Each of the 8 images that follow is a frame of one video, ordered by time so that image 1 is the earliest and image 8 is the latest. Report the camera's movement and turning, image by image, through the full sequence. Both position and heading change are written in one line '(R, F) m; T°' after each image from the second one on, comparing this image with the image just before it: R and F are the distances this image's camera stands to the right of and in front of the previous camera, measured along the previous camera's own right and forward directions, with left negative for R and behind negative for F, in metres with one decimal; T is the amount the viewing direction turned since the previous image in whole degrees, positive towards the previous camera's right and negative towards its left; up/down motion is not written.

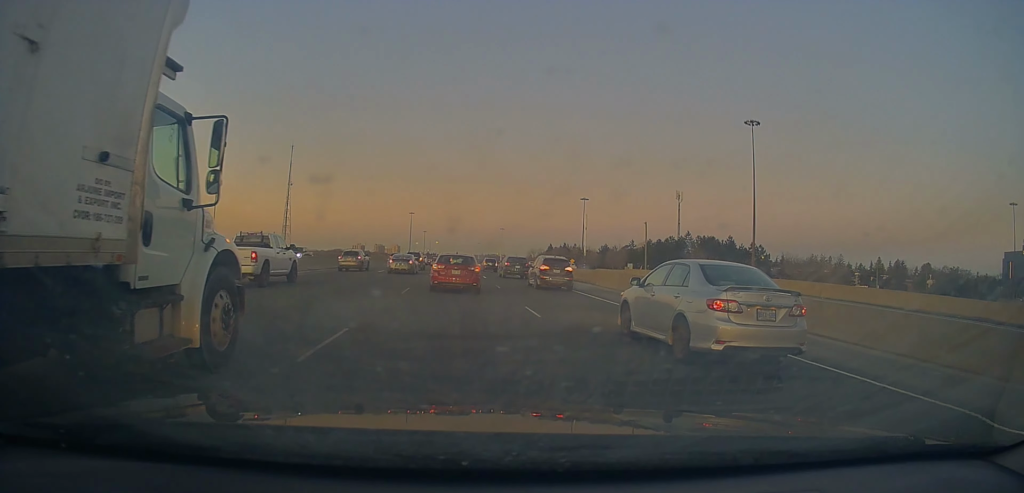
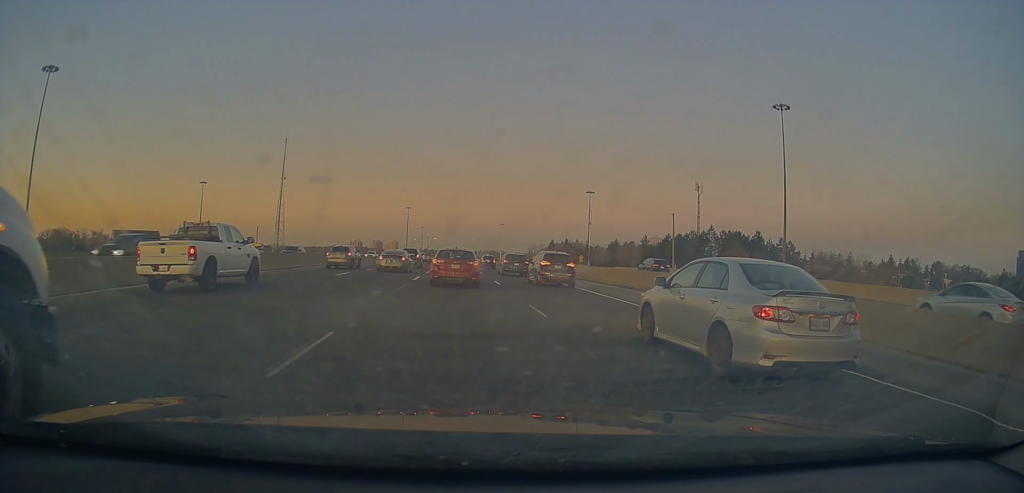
(-0.4, +12.7) m; -1°
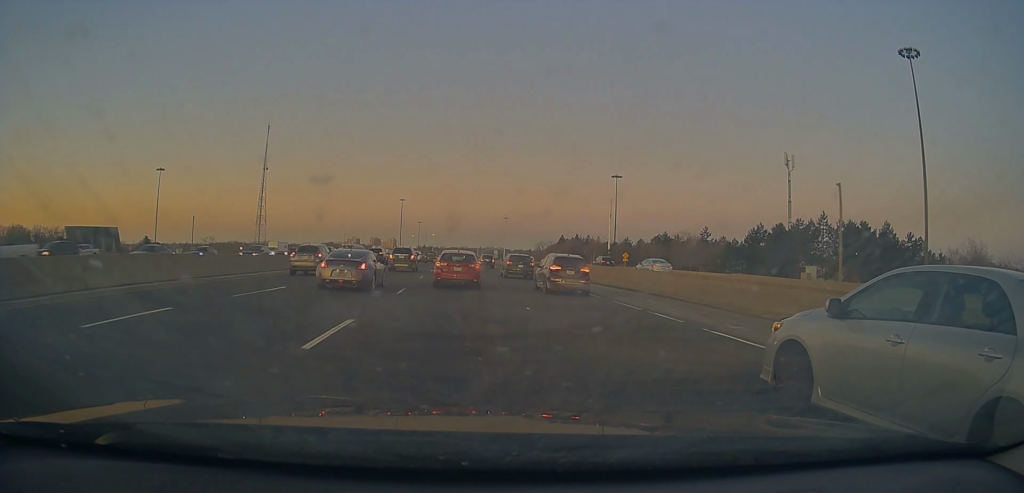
(-0.3, +38.9) m; 0°
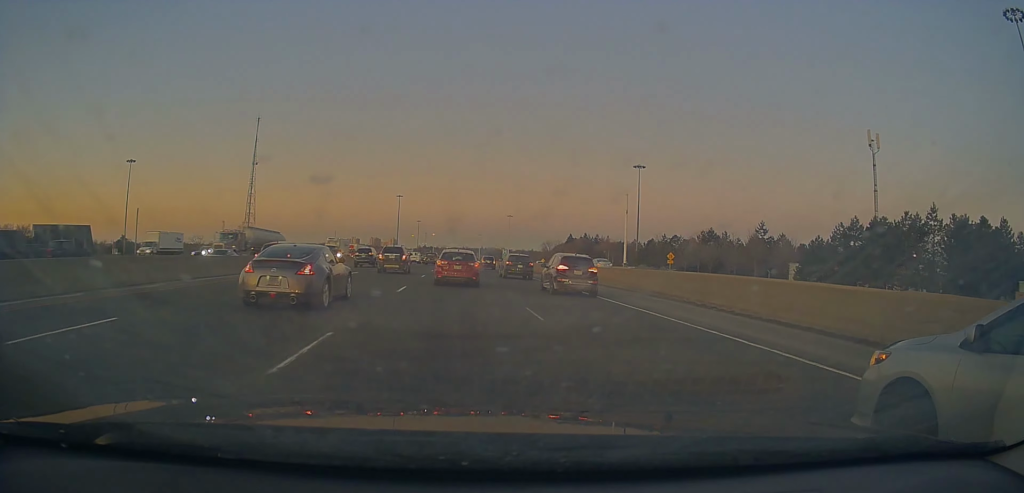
(+0.6, +23.3) m; +1°
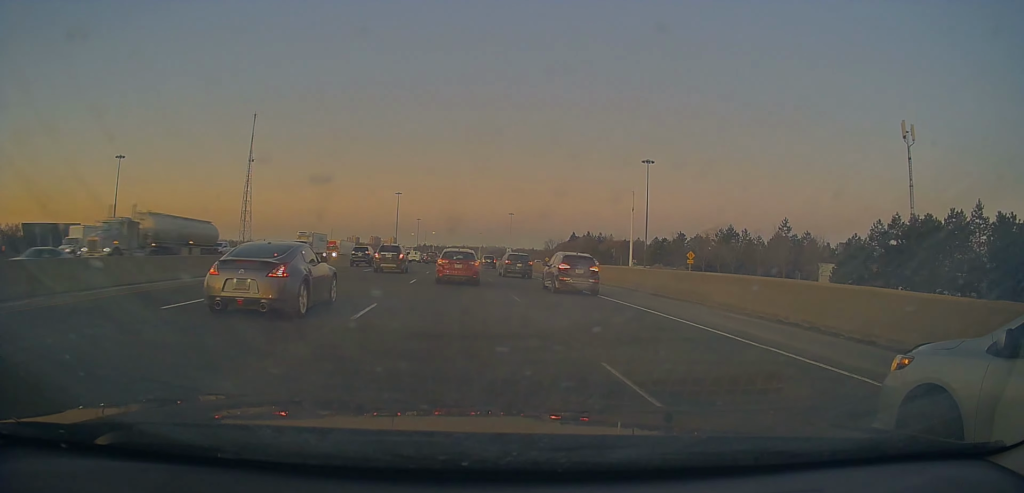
(+0.2, +7.8) m; -1°
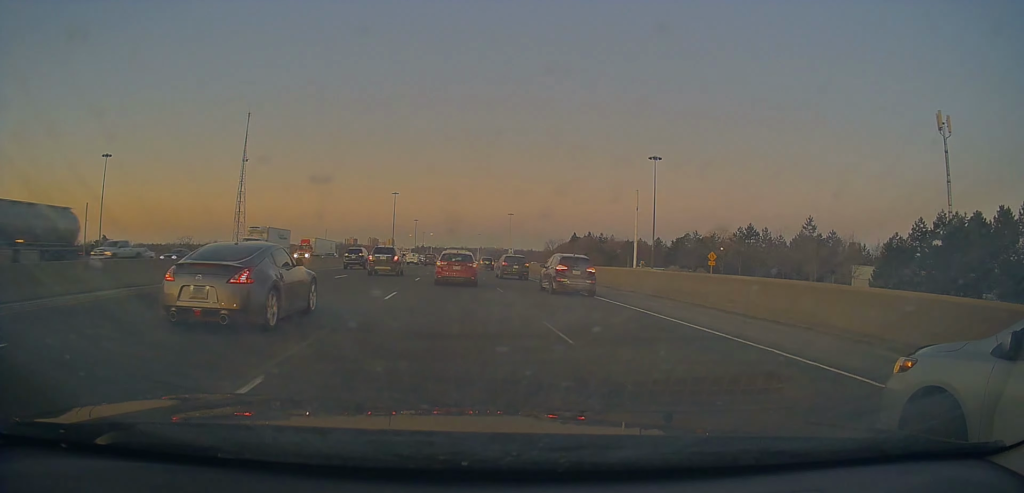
(-0.2, +7.7) m; -1°
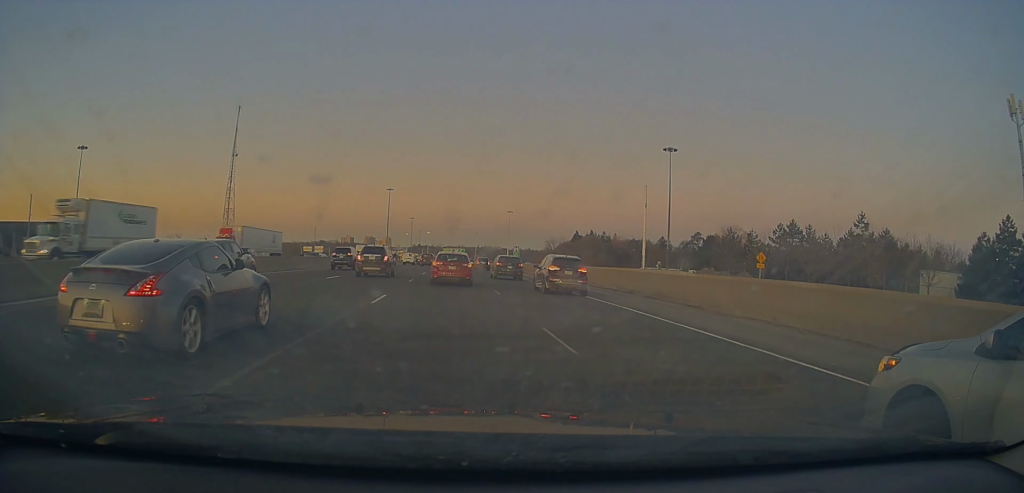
(-0.4, +13.1) m; 0°
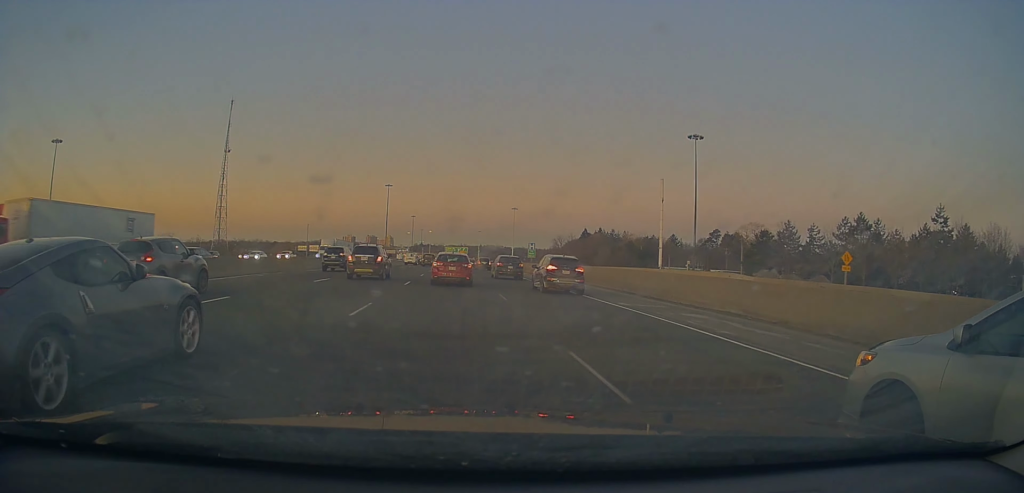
(+0.4, +14.4) m; +2°
